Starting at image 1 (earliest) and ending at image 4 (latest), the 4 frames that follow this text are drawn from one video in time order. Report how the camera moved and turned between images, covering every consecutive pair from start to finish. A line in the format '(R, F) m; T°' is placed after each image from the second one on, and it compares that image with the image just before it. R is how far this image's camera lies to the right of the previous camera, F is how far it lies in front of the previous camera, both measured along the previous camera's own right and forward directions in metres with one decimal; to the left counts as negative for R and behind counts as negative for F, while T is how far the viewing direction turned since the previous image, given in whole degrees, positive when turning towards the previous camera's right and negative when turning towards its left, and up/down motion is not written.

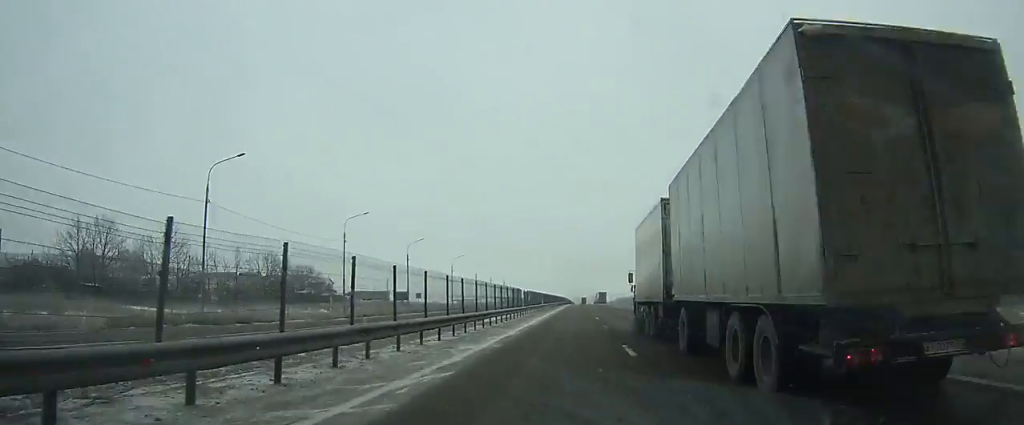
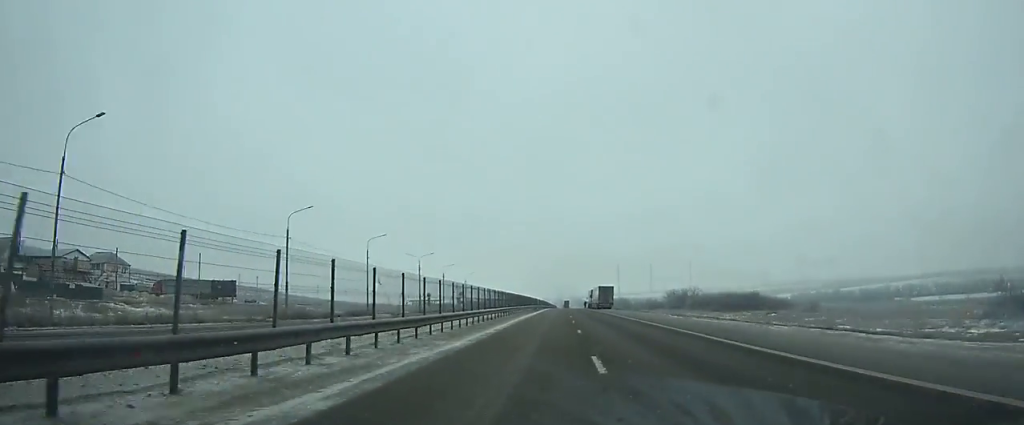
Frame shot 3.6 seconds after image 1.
(+0.6, +100.2) m; +1°
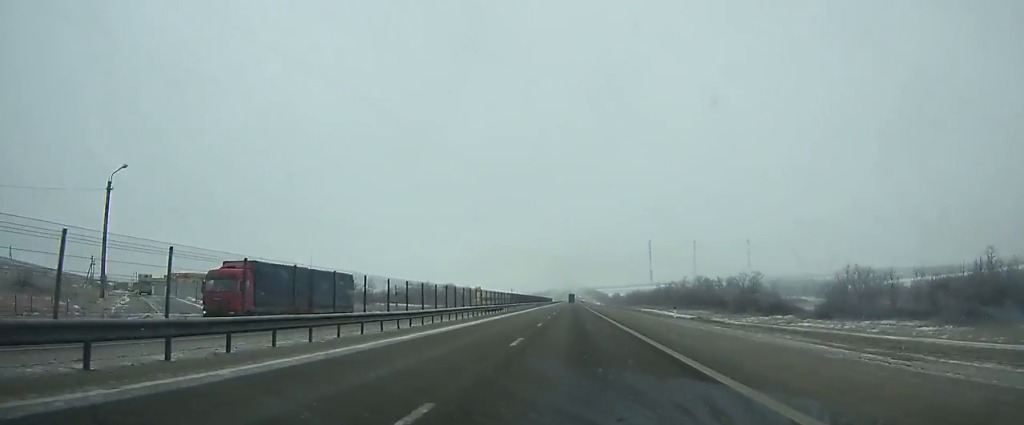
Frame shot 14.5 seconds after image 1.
(-1.7, +308.8) m; 0°
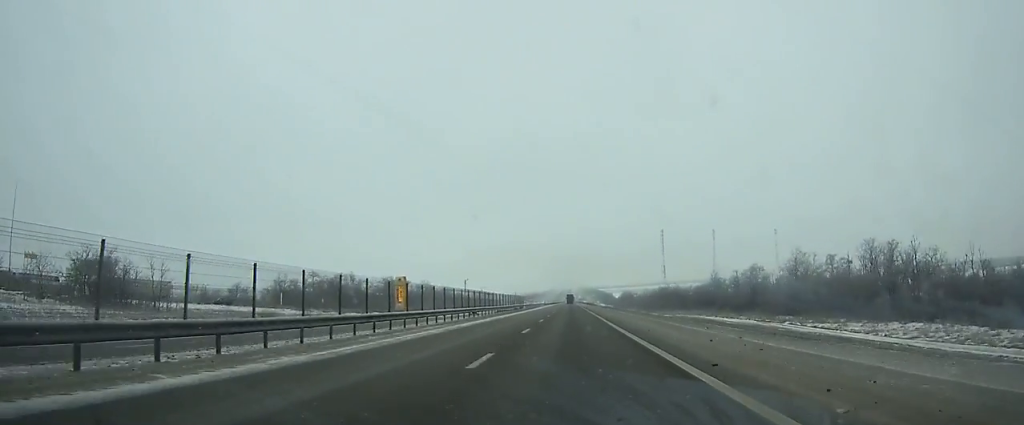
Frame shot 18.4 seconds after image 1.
(+0.2, +112.2) m; 0°
